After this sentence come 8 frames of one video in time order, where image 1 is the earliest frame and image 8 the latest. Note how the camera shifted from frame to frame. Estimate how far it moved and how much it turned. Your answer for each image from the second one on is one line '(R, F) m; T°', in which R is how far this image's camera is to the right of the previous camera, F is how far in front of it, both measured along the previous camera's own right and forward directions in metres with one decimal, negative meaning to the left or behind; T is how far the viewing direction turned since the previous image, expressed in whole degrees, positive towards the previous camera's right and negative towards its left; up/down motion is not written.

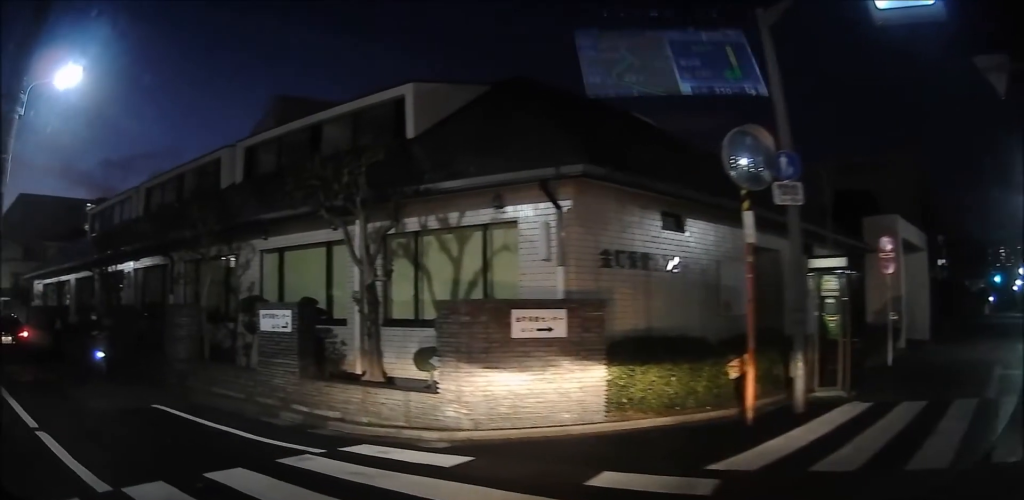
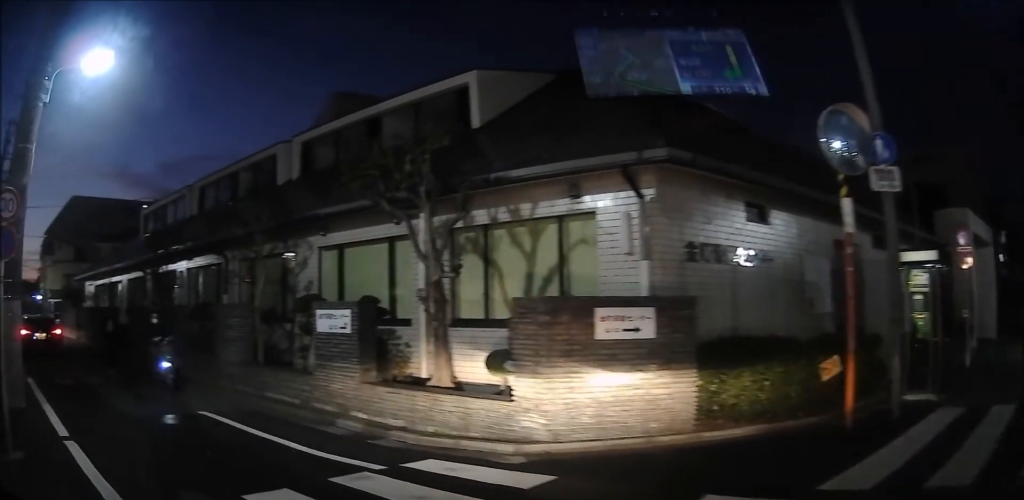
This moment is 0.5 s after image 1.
(0.0, +1.2) m; -13°
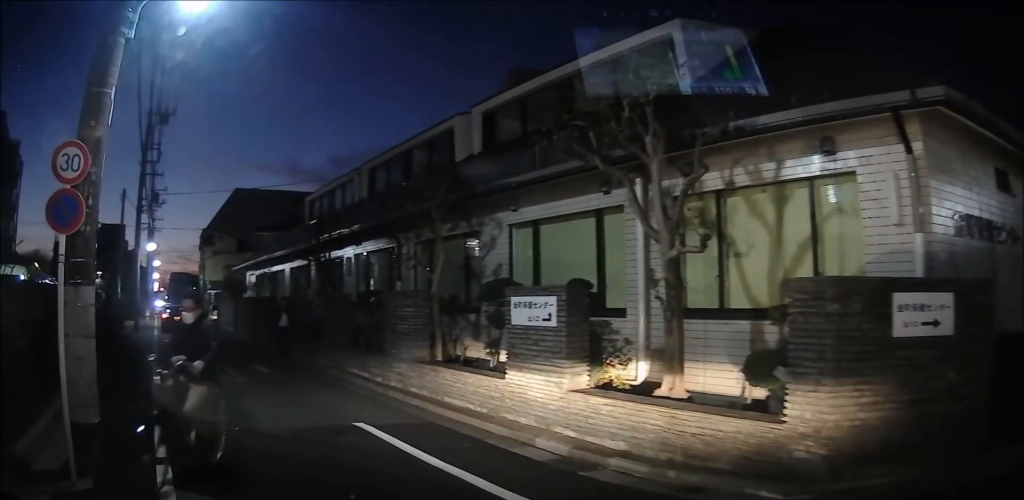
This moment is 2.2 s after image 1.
(-1.1, +2.7) m; -29°
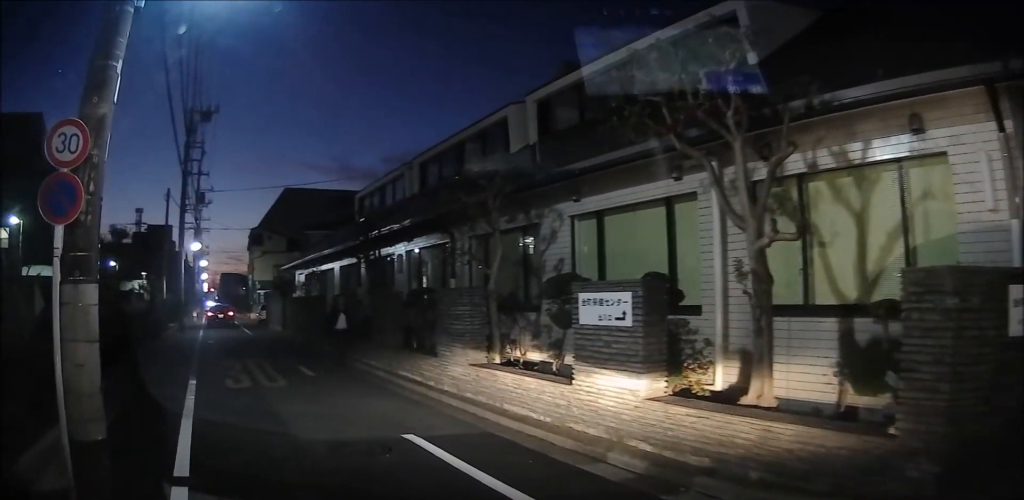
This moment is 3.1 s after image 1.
(0.0, +1.4) m; -3°
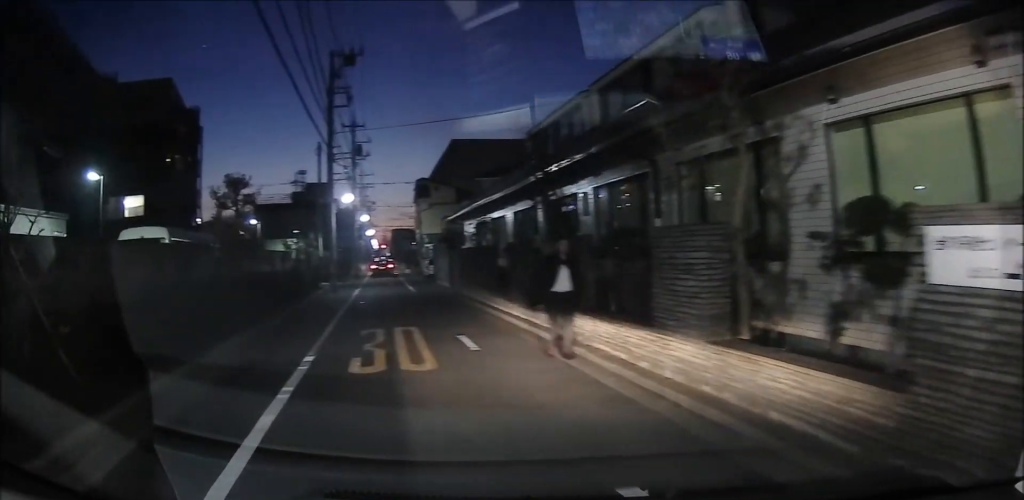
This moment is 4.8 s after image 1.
(-0.3, +2.8) m; -10°
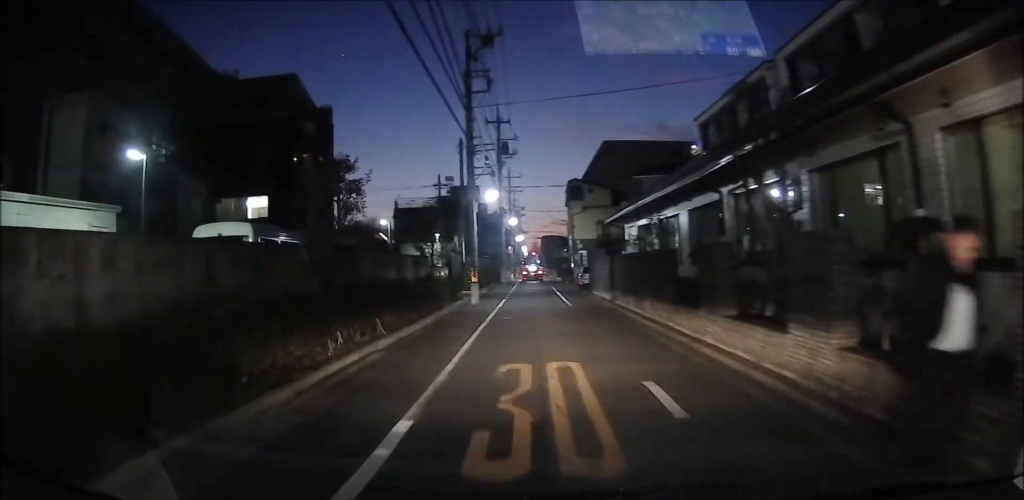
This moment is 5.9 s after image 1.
(0.0, +2.9) m; 0°
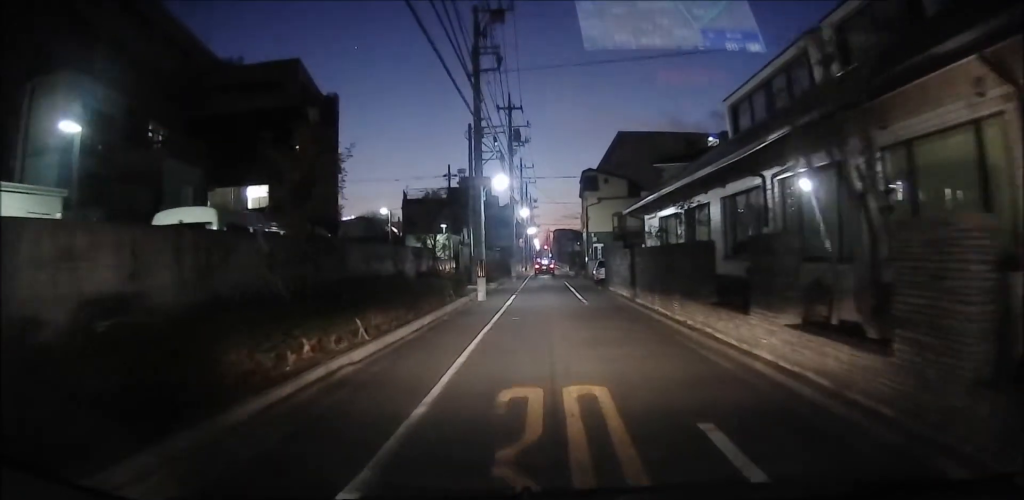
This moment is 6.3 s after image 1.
(0.0, +1.7) m; 0°
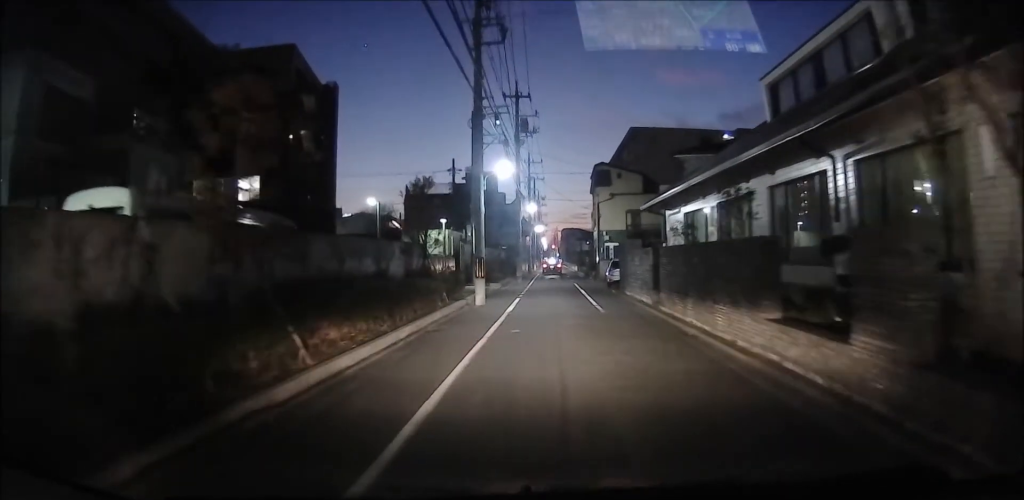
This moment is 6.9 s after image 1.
(0.0, +2.4) m; -2°
